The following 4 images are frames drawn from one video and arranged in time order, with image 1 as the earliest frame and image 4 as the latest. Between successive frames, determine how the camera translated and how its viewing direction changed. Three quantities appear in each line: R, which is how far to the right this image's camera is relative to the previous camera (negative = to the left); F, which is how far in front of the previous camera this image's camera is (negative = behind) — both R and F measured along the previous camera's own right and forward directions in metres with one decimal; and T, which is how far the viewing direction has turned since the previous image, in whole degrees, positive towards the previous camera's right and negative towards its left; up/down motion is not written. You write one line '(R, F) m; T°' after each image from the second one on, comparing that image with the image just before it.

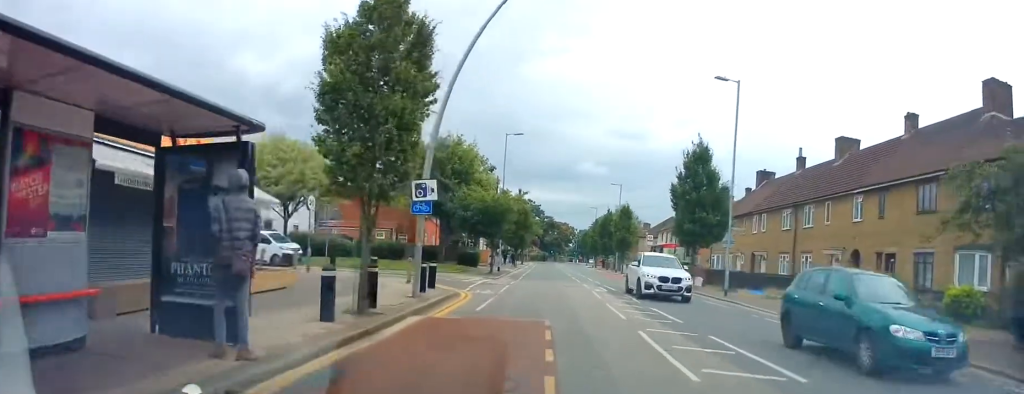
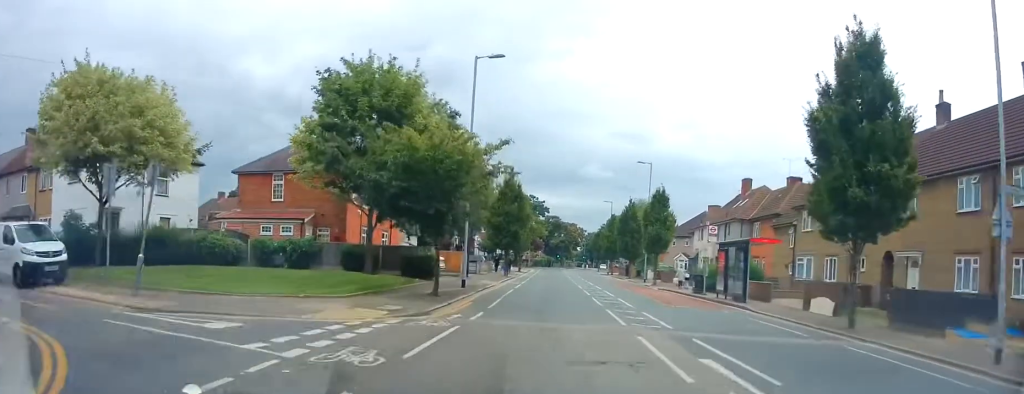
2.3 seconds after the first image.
(+0.5, +18.4) m; +3°
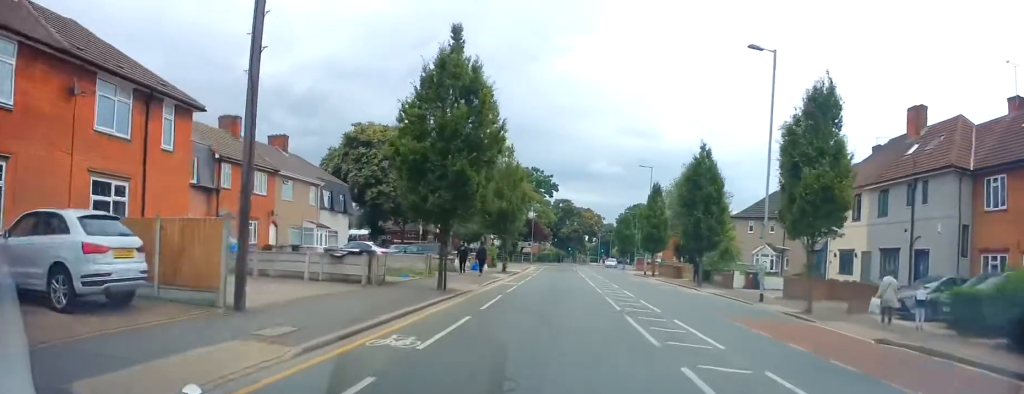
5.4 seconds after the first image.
(-0.3, +27.9) m; 0°
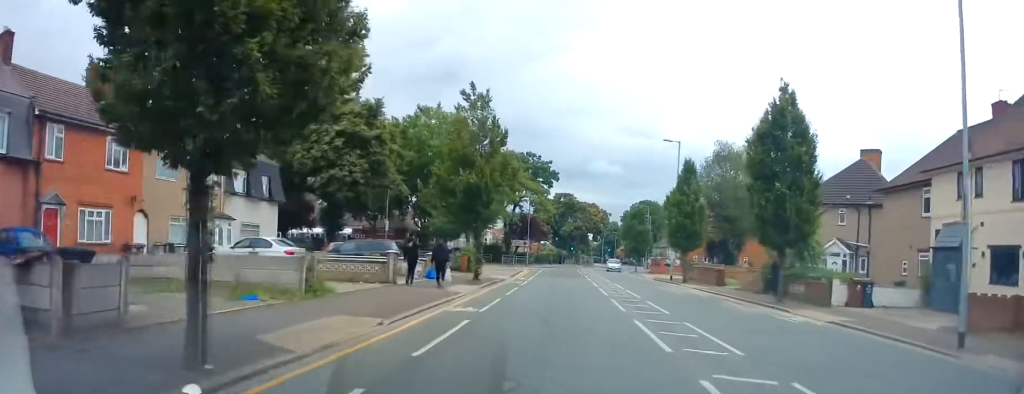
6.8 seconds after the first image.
(-0.9, +12.8) m; -2°
